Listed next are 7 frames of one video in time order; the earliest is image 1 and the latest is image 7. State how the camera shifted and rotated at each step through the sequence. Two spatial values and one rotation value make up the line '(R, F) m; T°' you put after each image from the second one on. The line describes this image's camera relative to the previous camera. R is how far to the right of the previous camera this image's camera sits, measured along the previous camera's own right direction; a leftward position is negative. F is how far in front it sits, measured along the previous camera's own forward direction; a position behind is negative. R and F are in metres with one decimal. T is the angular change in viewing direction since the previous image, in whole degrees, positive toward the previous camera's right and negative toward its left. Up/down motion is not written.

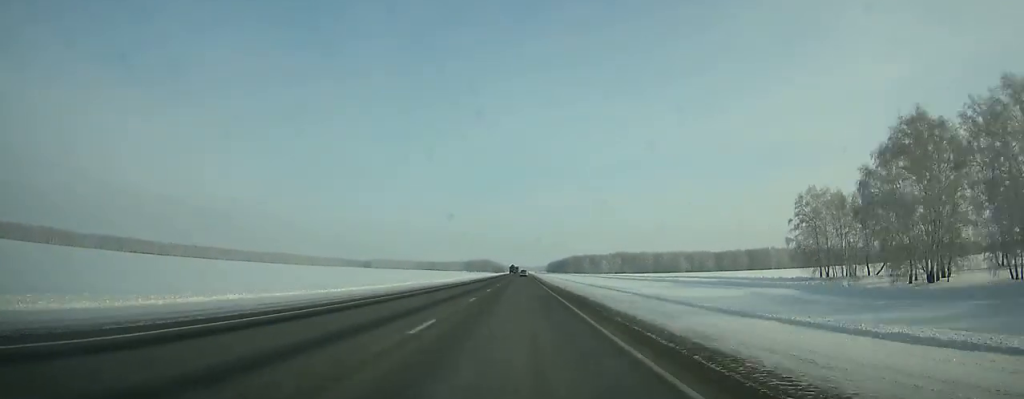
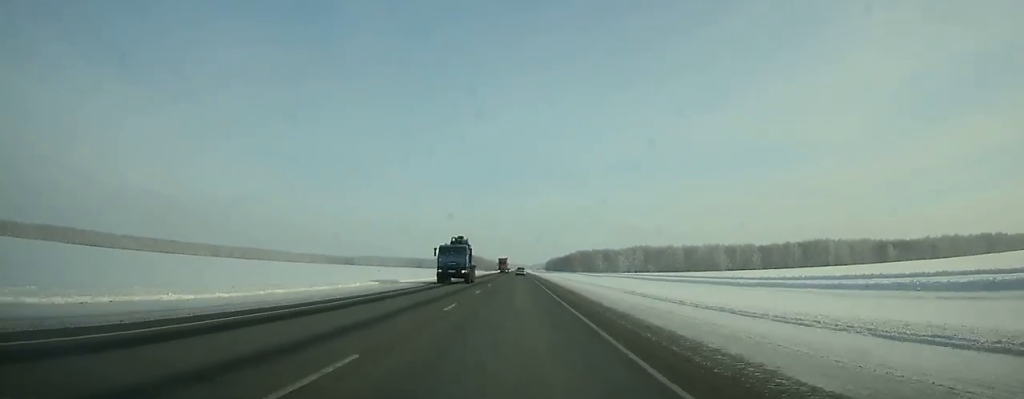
(+0.1, +117.2) m; 0°
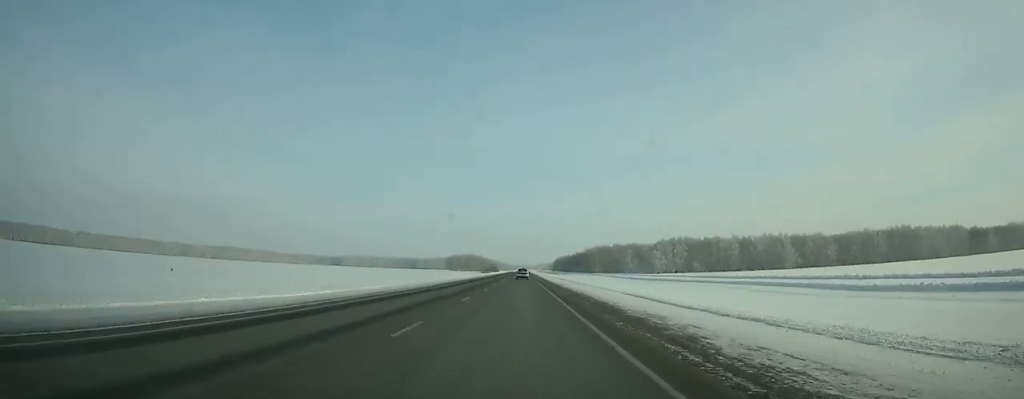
(-0.2, +108.7) m; 0°
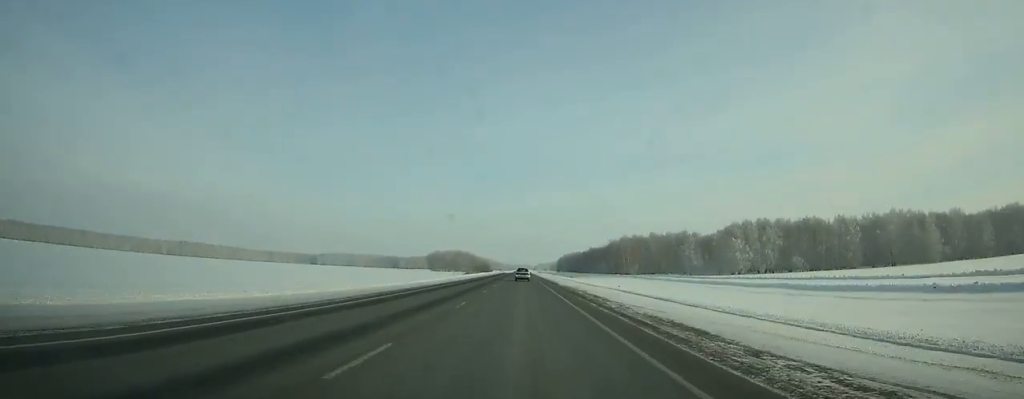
(0.0, +137.8) m; 0°
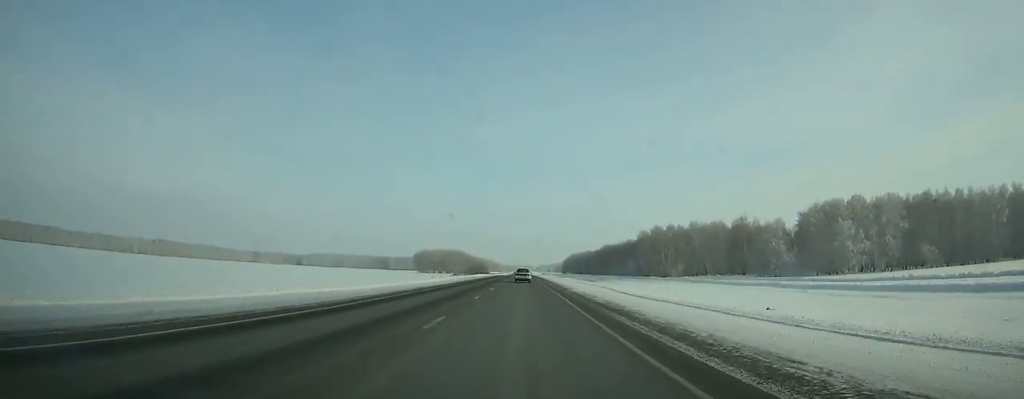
(0.0, +79.6) m; 0°
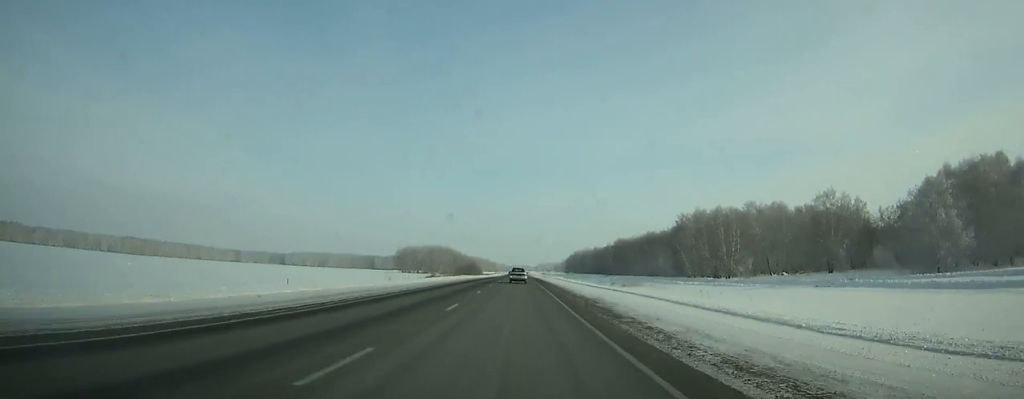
(0.0, +67.0) m; 0°
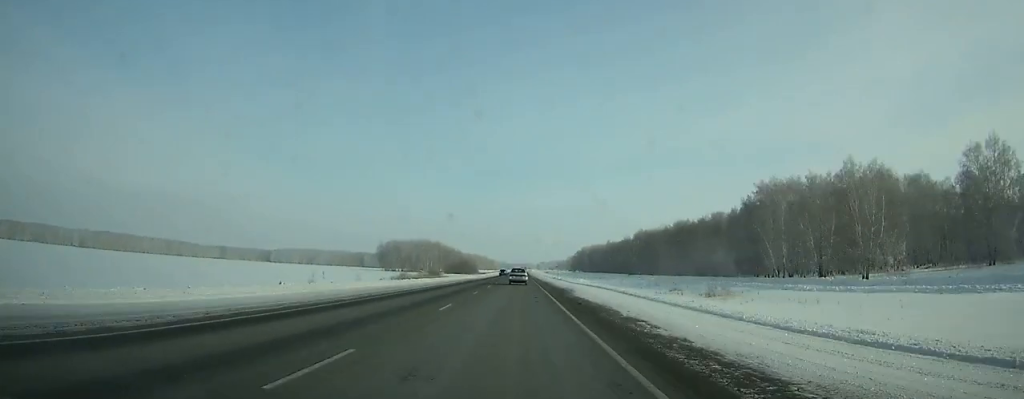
(-0.1, +62.6) m; 0°
